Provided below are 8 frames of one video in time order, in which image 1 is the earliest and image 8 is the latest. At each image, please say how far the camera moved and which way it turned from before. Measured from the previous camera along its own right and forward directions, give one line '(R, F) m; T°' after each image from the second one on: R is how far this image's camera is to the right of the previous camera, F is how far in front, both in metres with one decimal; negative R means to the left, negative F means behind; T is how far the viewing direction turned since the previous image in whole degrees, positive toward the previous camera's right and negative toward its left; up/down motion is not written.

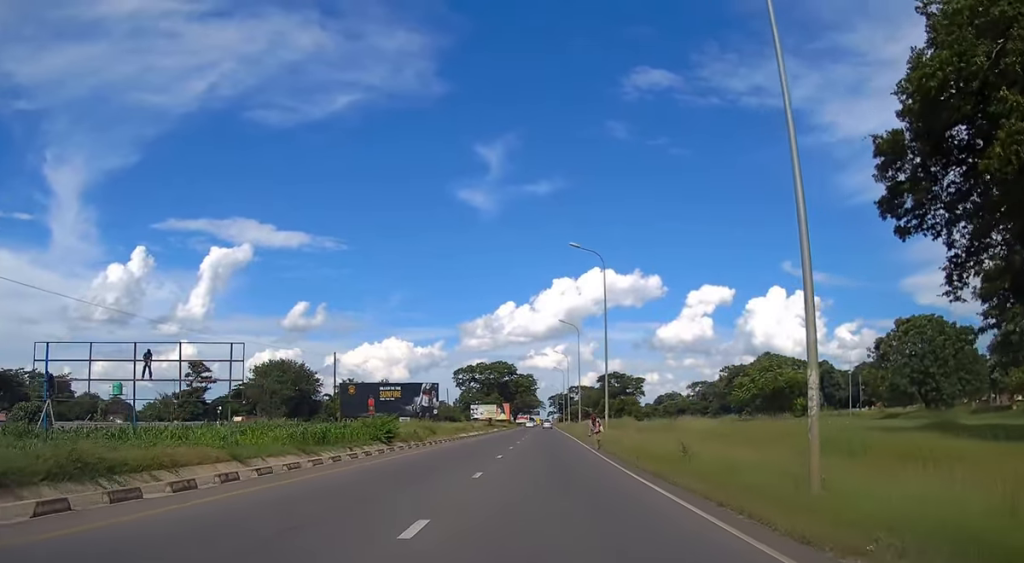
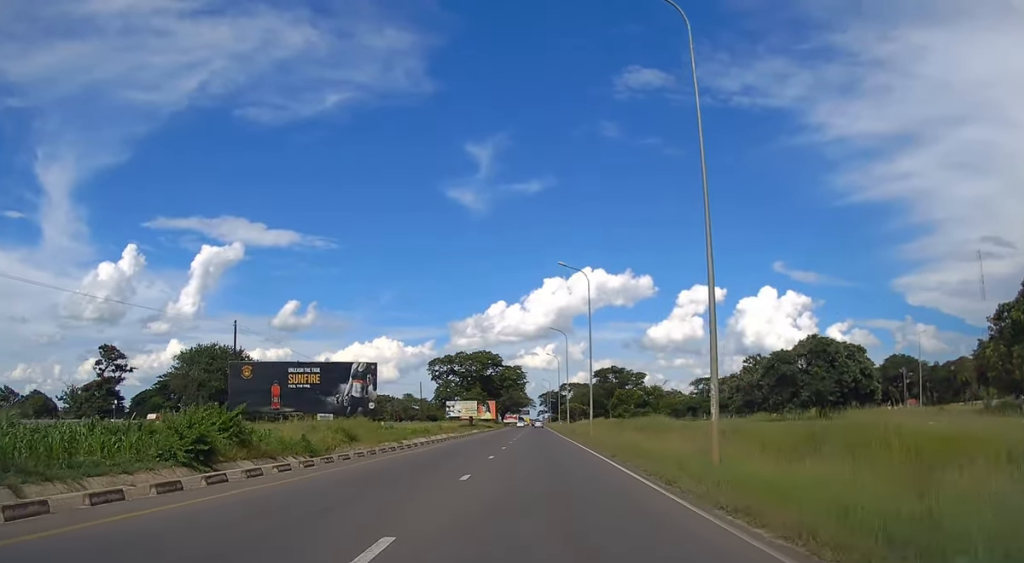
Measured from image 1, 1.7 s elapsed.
(+0.1, +28.6) m; +1°
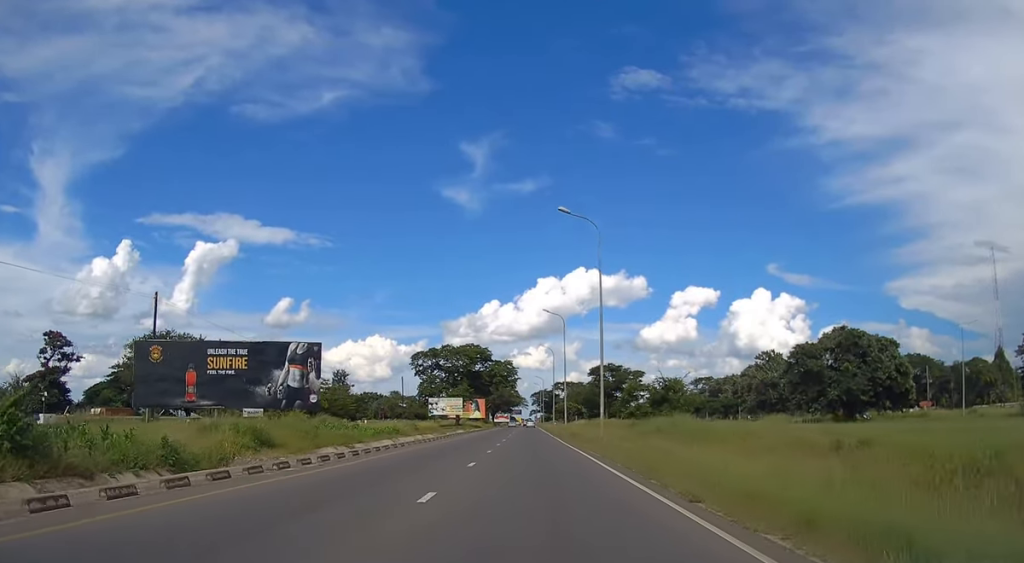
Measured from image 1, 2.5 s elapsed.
(+0.1, +13.2) m; +1°
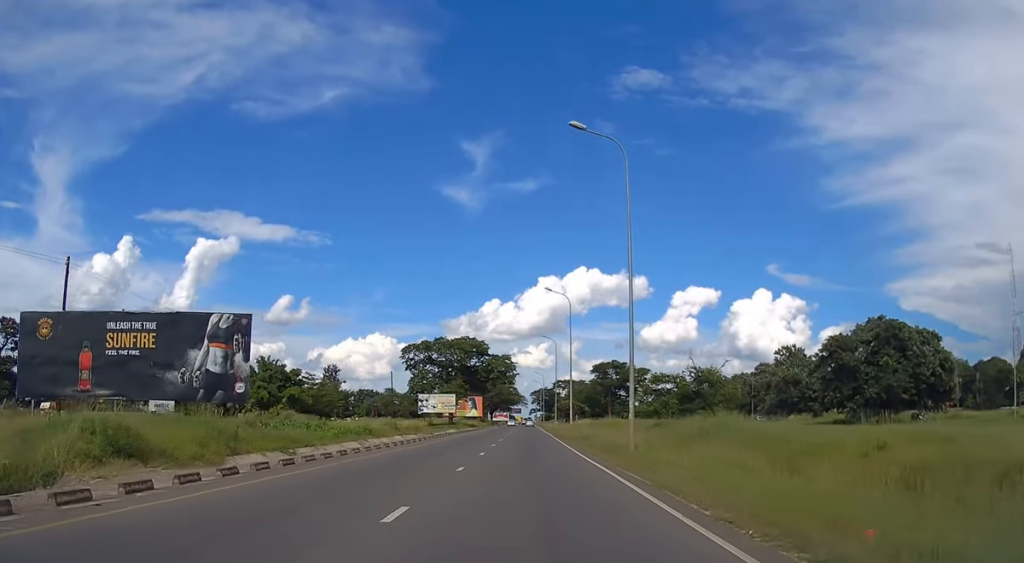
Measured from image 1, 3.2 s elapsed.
(0.0, +11.3) m; +1°
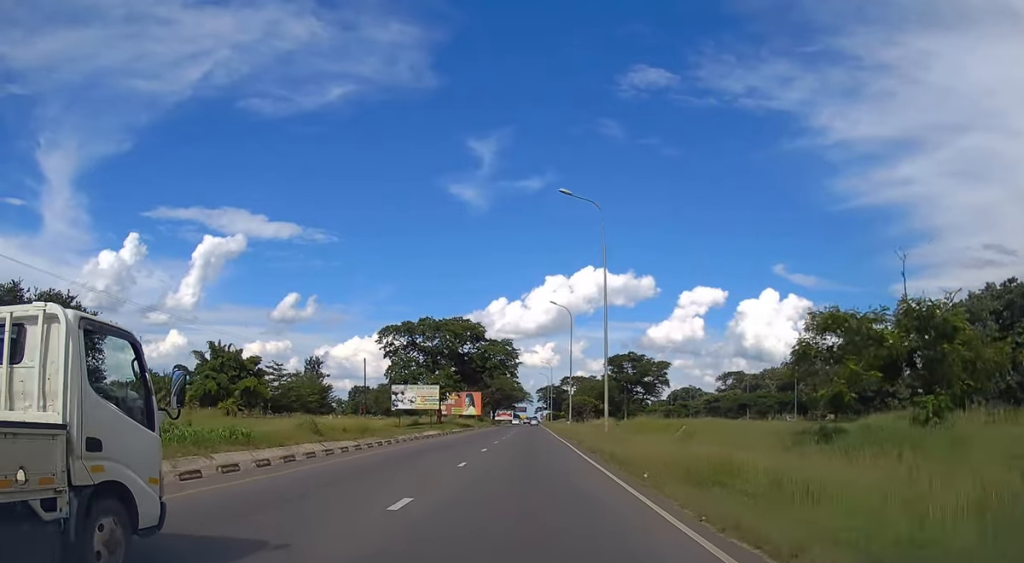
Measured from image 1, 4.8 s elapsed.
(0.0, +26.1) m; 0°
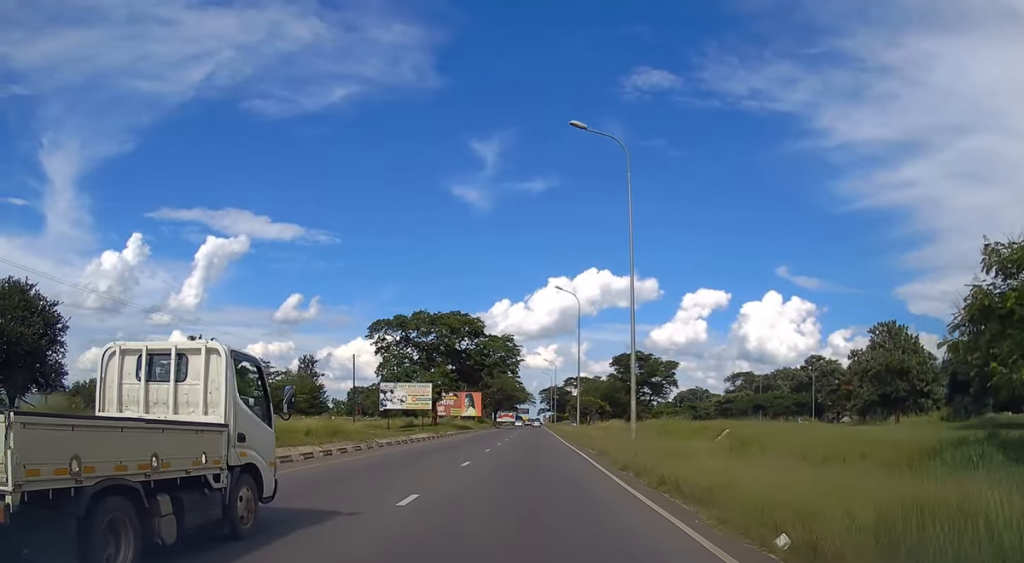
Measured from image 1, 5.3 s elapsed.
(-0.1, +8.3) m; 0°
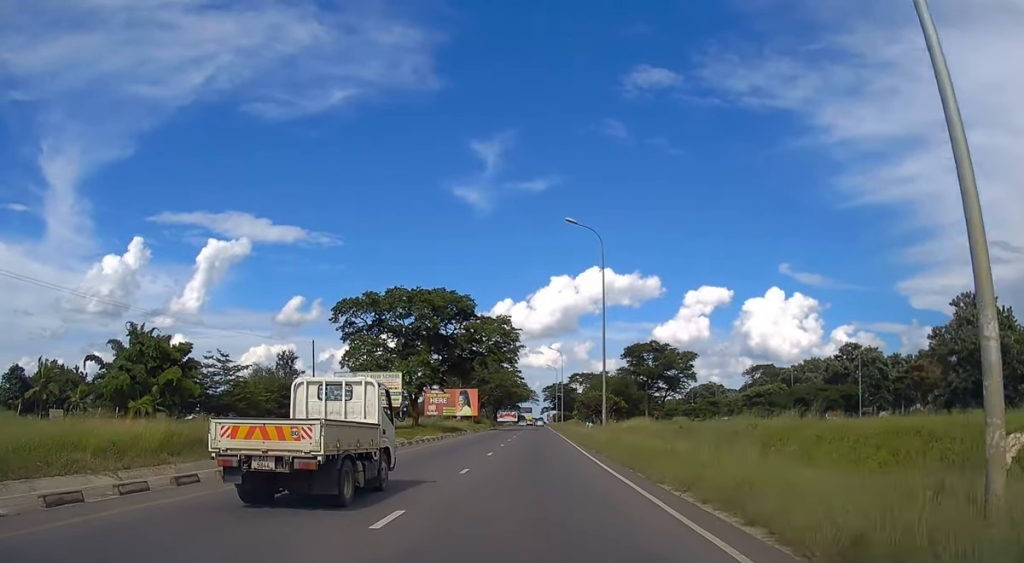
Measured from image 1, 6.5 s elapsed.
(+0.1, +19.8) m; 0°
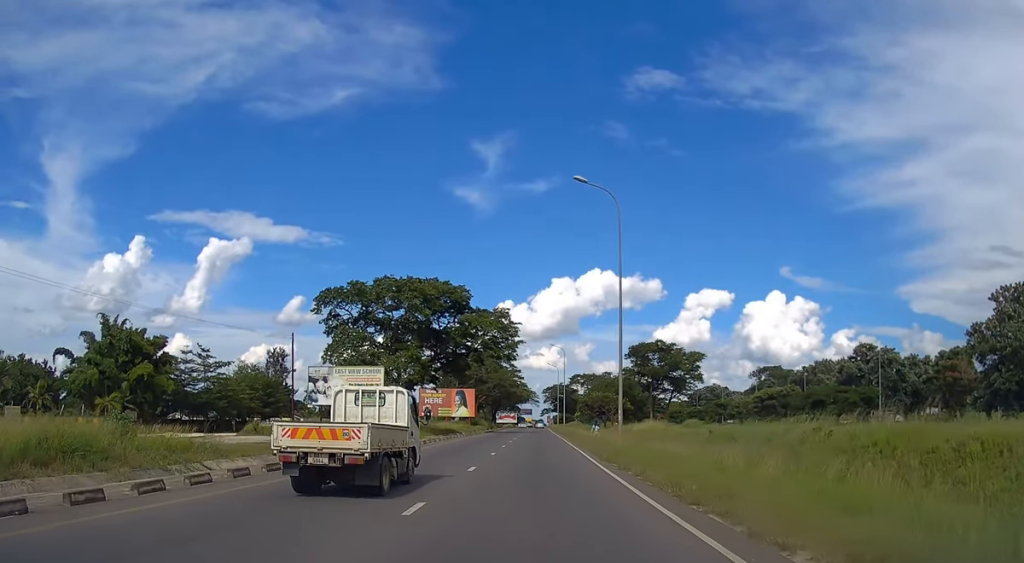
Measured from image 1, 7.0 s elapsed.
(0.0, +7.4) m; 0°
